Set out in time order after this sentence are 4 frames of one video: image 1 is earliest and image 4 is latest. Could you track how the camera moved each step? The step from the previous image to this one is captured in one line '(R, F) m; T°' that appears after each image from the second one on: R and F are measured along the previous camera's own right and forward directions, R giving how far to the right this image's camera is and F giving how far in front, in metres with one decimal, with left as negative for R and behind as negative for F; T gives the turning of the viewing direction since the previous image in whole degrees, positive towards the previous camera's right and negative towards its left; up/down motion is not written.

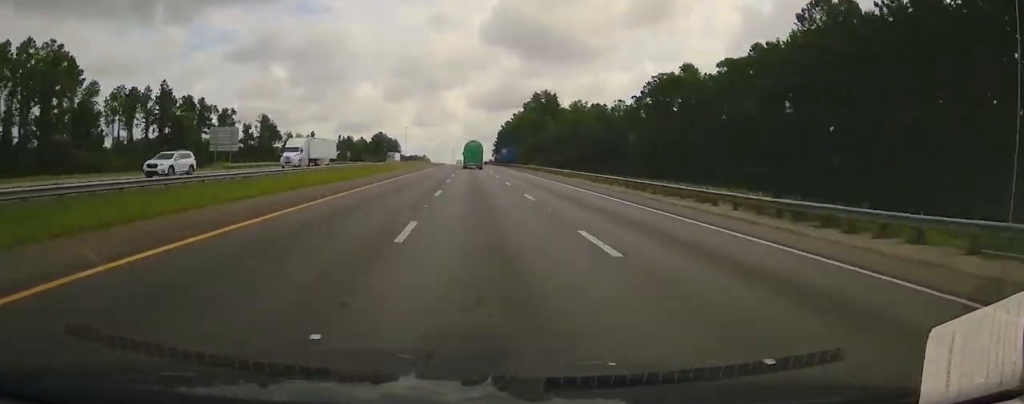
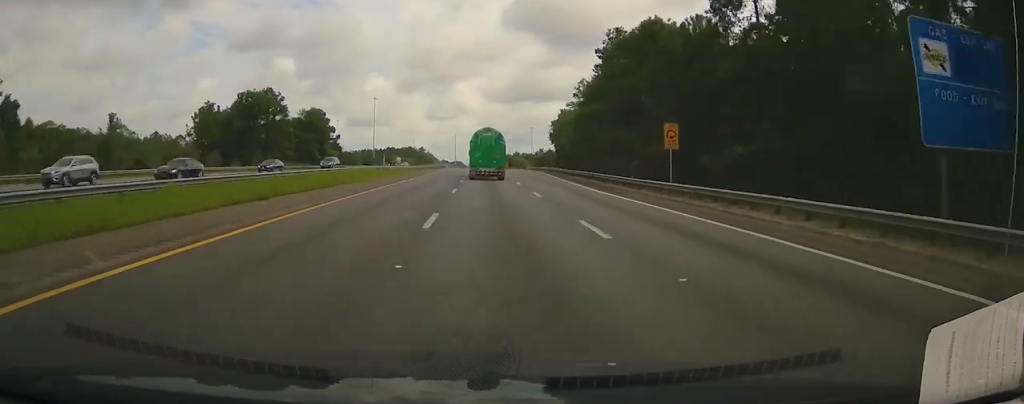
(-1.2, +170.2) m; -1°
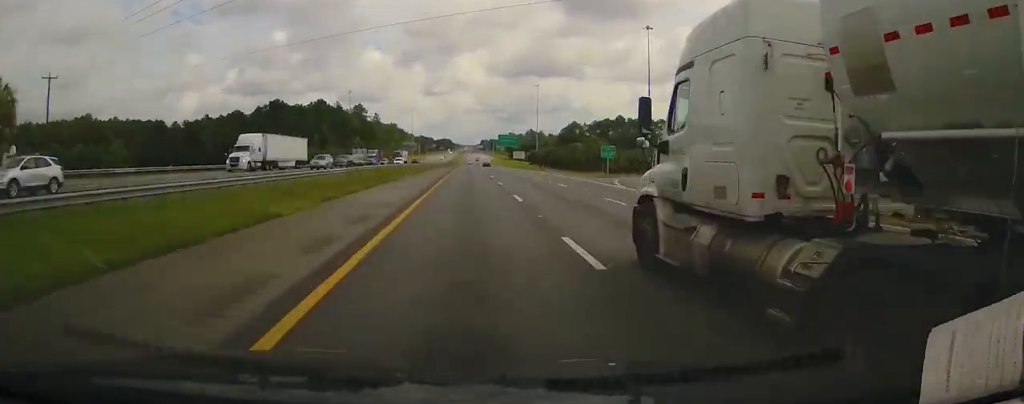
(+2.1, +287.8) m; +1°
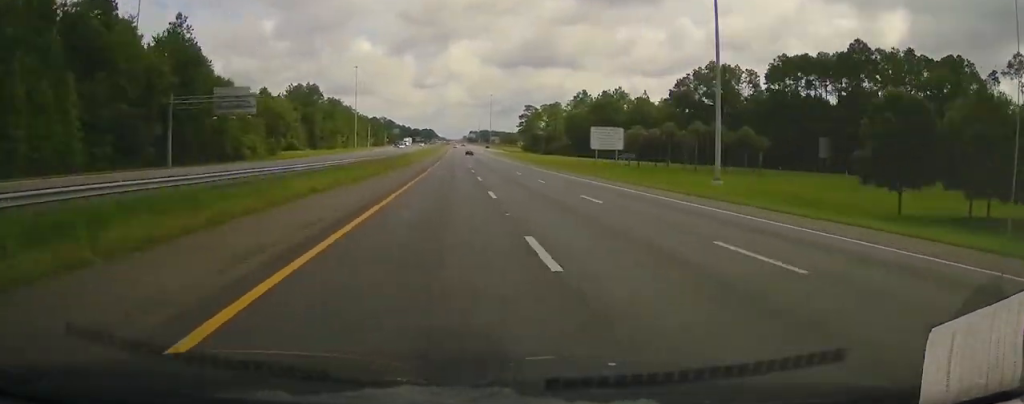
(+1.3, +197.3) m; +1°
